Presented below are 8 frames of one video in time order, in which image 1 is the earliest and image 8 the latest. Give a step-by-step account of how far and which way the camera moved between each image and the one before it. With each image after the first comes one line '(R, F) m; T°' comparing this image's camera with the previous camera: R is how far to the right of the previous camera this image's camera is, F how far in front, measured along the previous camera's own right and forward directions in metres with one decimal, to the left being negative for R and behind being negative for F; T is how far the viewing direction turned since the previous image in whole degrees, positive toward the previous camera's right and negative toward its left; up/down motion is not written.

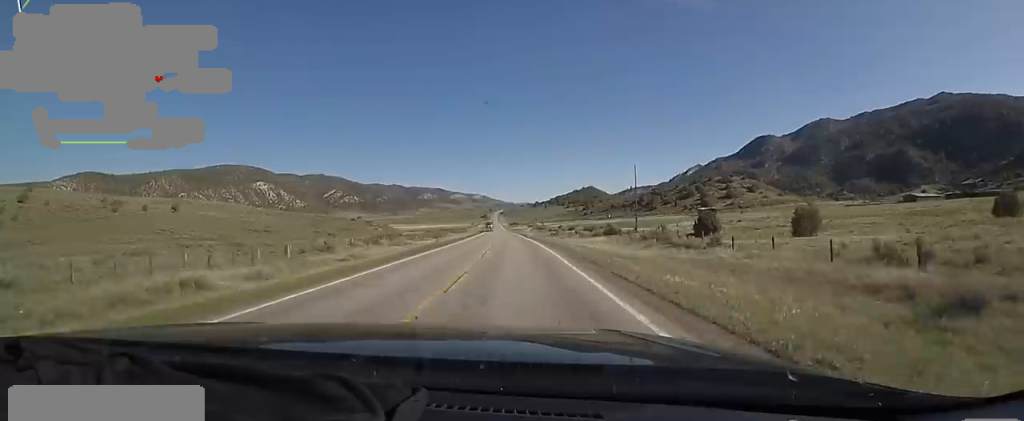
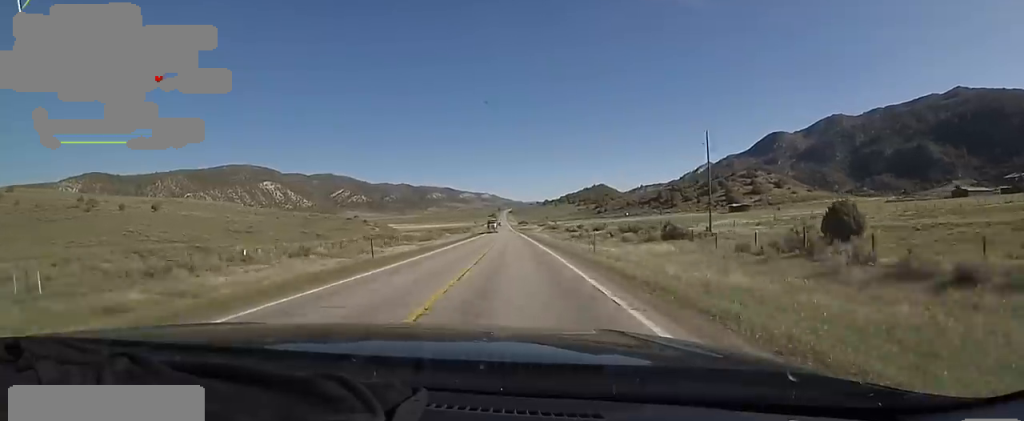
(-0.3, +21.9) m; -2°
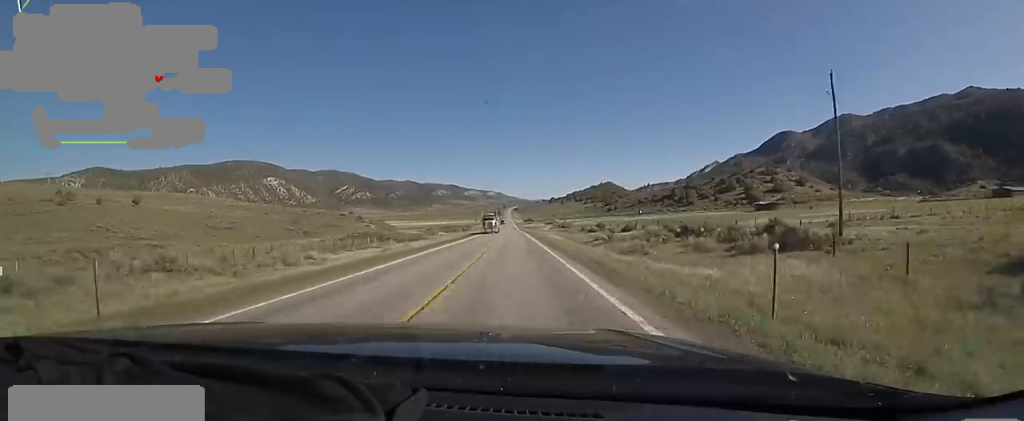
(0.0, +16.7) m; -1°
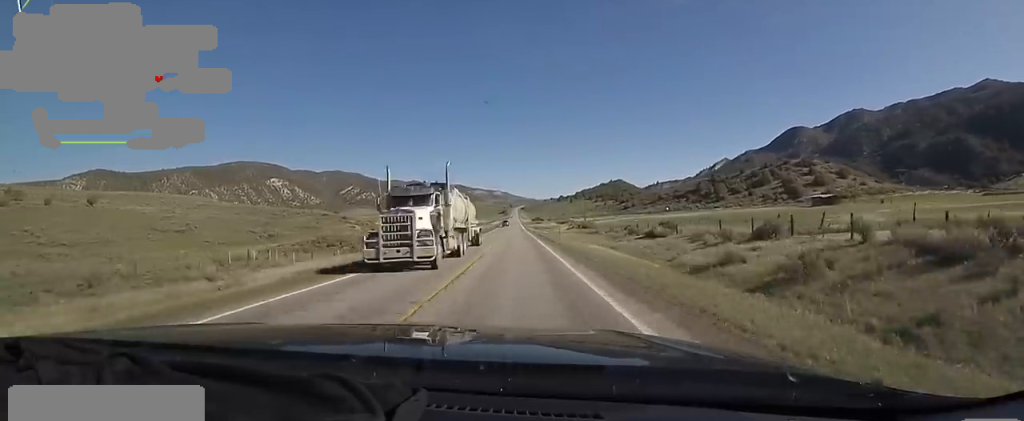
(-0.7, +30.5) m; -1°
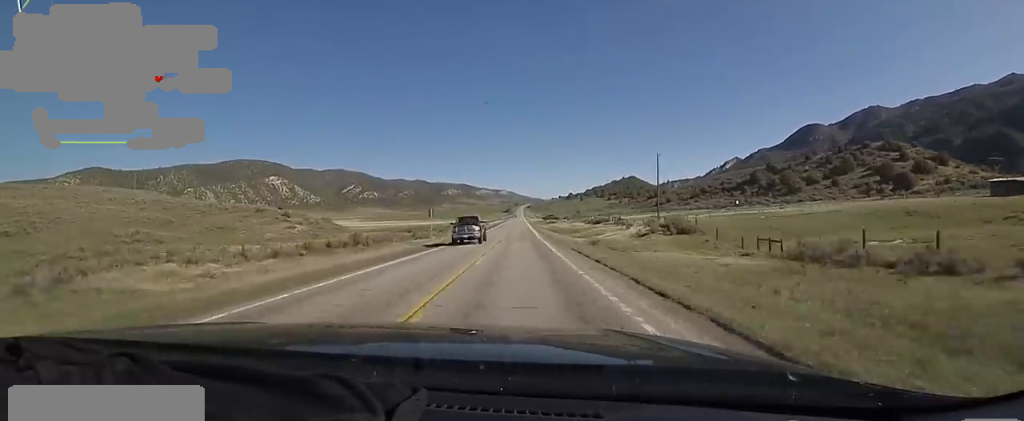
(+1.7, +59.8) m; +1°
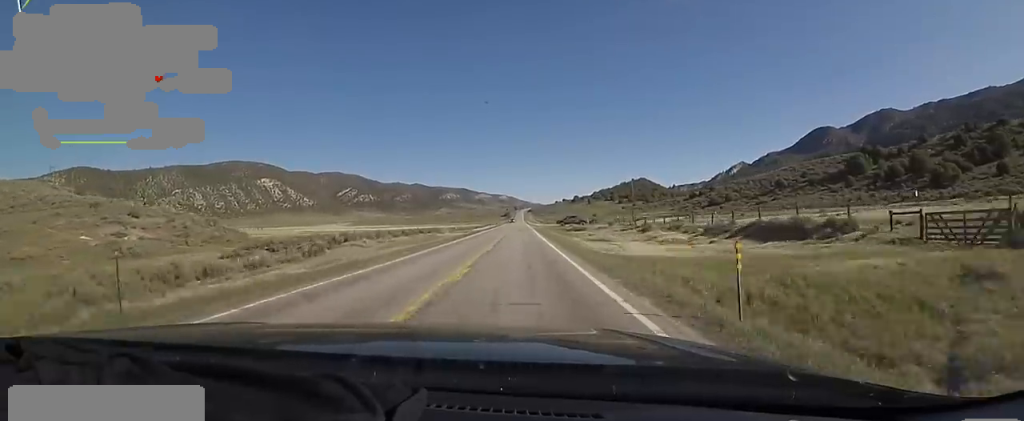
(-2.1, +66.5) m; +1°
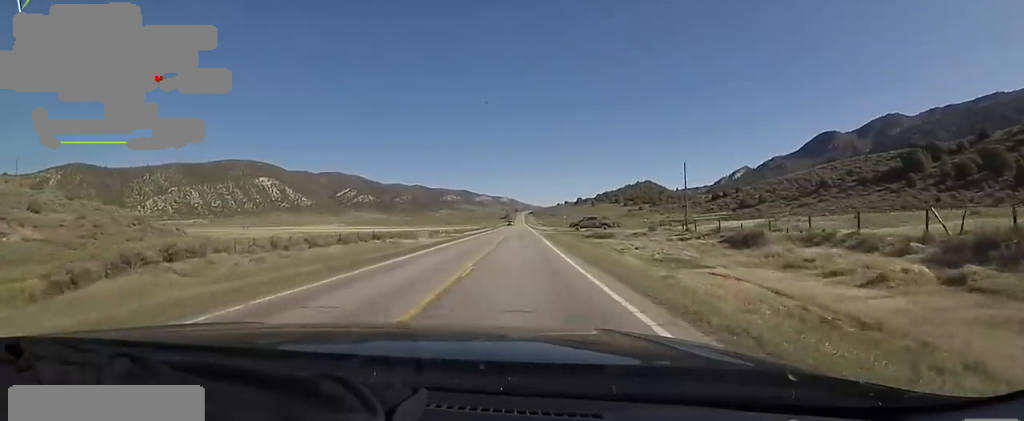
(+0.8, +23.9) m; 0°
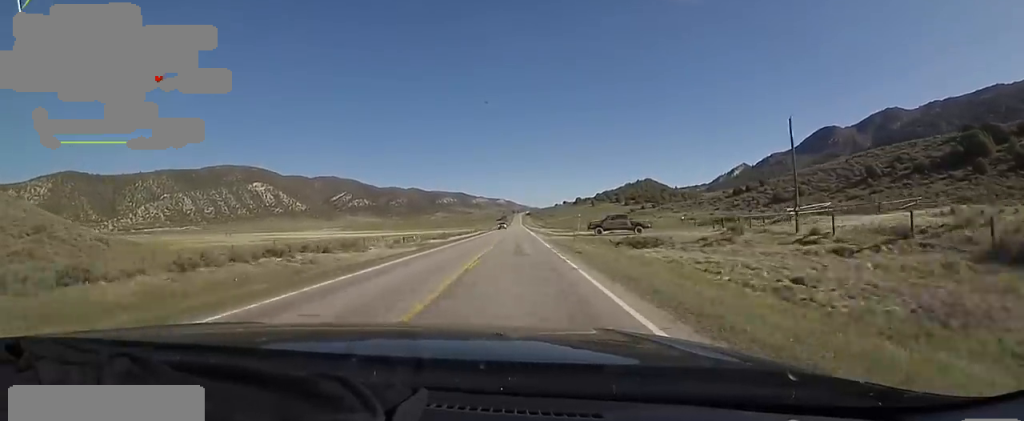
(-0.3, +21.7) m; 0°
